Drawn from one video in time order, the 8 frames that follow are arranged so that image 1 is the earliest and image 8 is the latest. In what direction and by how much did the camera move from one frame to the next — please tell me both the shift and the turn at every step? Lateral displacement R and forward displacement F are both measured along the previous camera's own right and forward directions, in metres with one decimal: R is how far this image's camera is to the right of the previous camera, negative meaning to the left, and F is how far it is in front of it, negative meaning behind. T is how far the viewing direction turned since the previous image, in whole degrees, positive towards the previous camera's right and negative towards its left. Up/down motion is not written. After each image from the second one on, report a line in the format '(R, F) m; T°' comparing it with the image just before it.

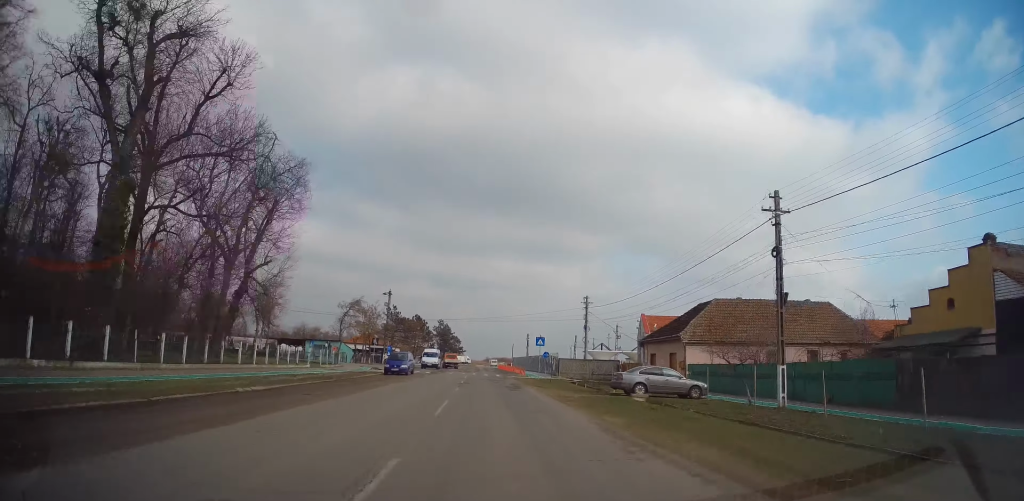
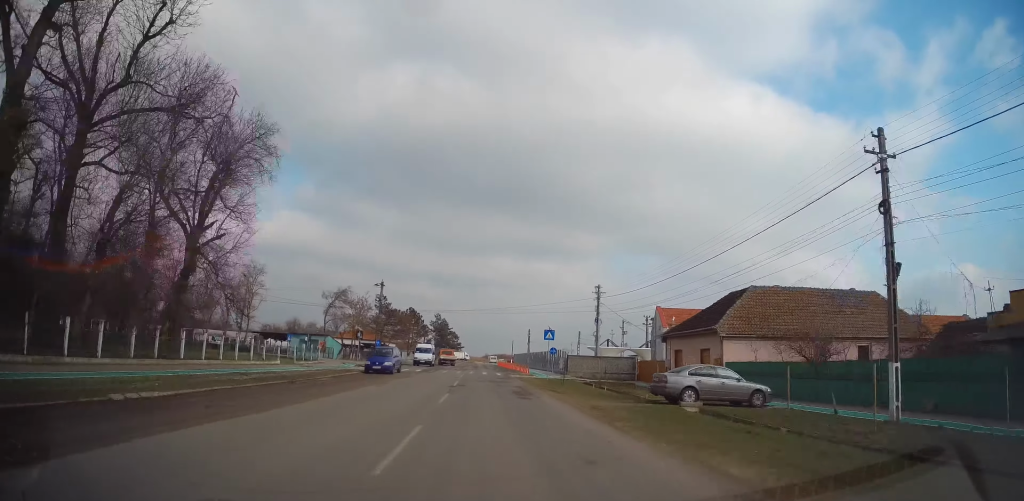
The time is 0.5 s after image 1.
(-0.1, +6.2) m; +1°
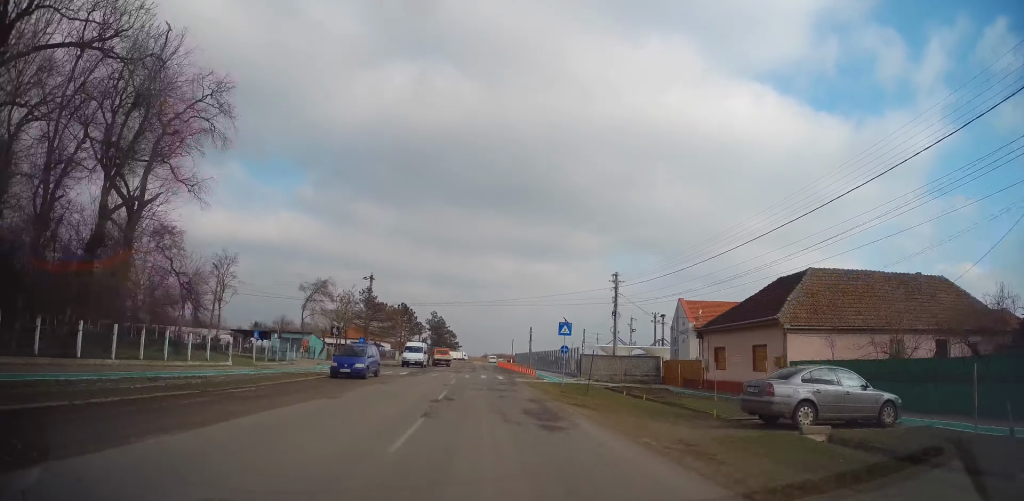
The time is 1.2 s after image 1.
(+0.1, +7.1) m; 0°
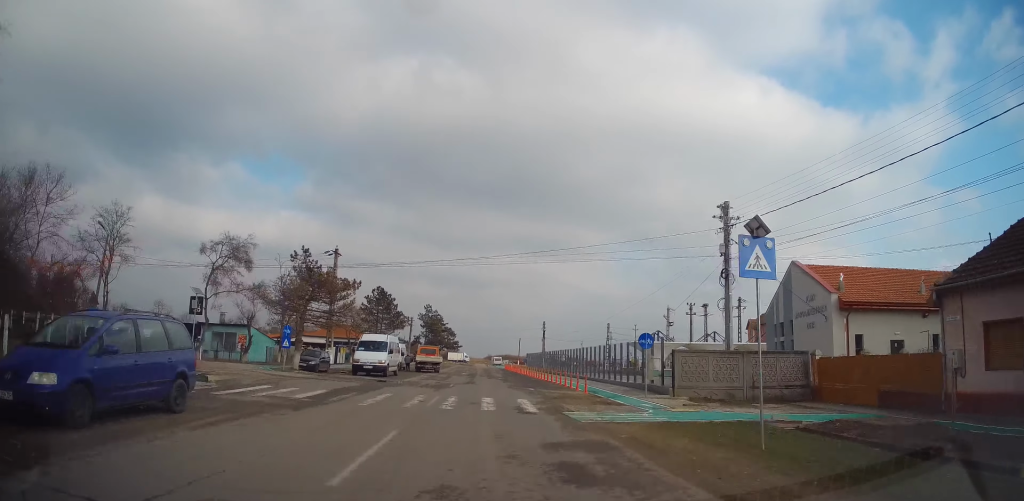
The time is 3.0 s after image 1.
(-0.3, +19.4) m; -1°
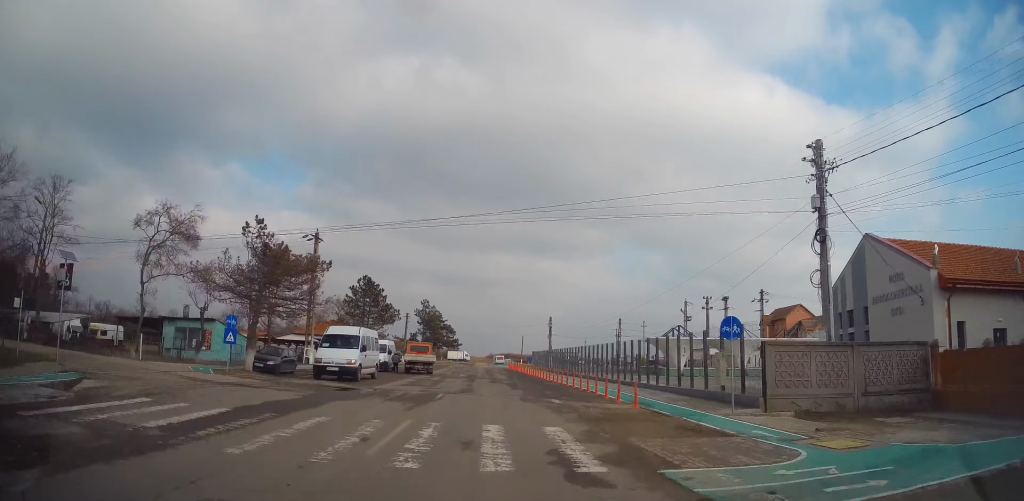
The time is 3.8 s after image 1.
(+0.3, +7.4) m; +1°
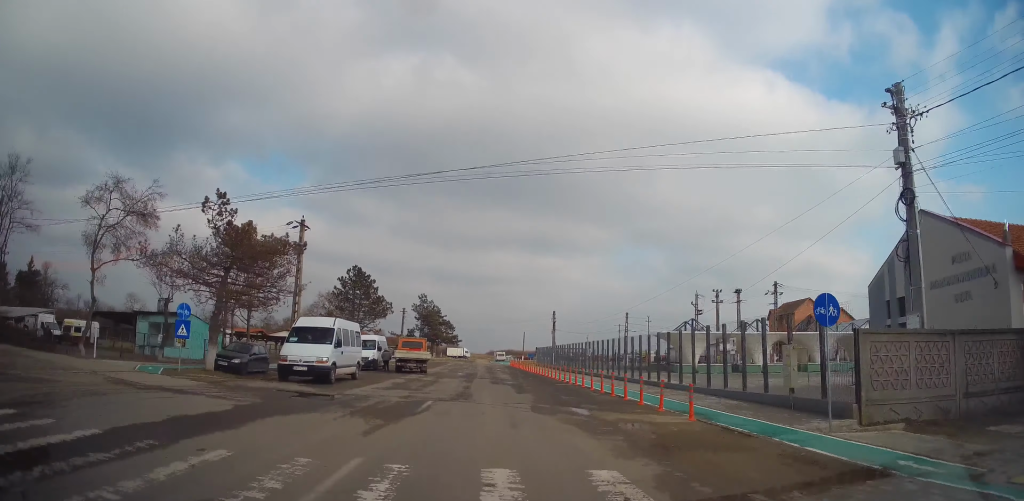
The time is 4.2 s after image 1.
(0.0, +4.2) m; 0°
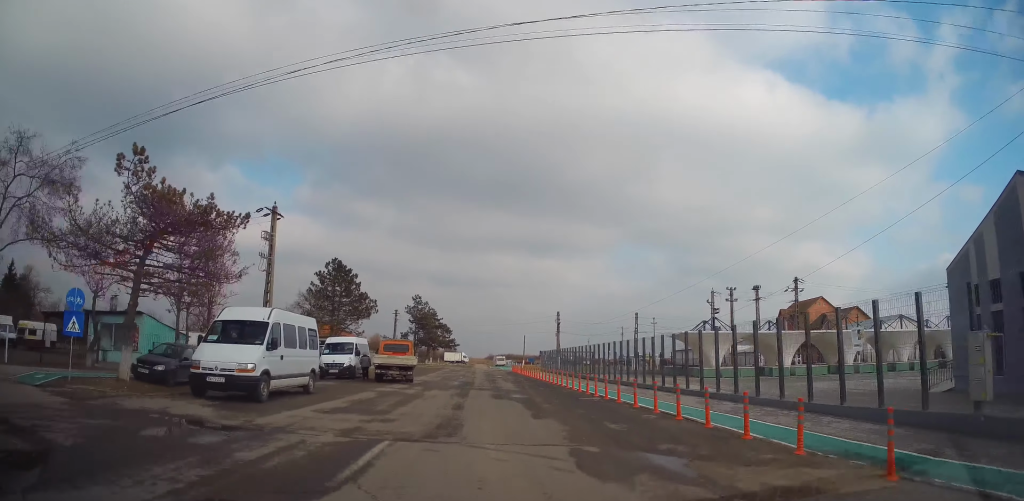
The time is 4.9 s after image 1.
(0.0, +6.2) m; 0°
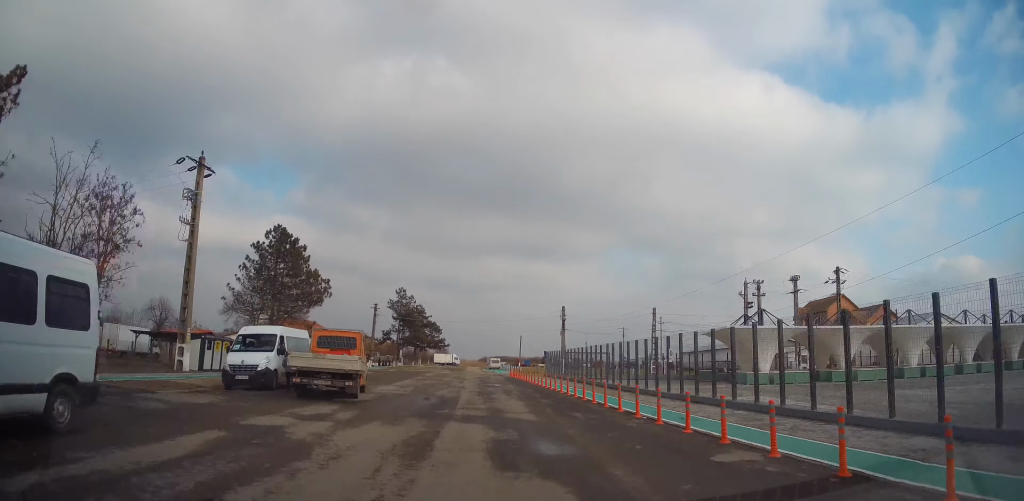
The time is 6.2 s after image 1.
(+0.2, +10.8) m; +3°
